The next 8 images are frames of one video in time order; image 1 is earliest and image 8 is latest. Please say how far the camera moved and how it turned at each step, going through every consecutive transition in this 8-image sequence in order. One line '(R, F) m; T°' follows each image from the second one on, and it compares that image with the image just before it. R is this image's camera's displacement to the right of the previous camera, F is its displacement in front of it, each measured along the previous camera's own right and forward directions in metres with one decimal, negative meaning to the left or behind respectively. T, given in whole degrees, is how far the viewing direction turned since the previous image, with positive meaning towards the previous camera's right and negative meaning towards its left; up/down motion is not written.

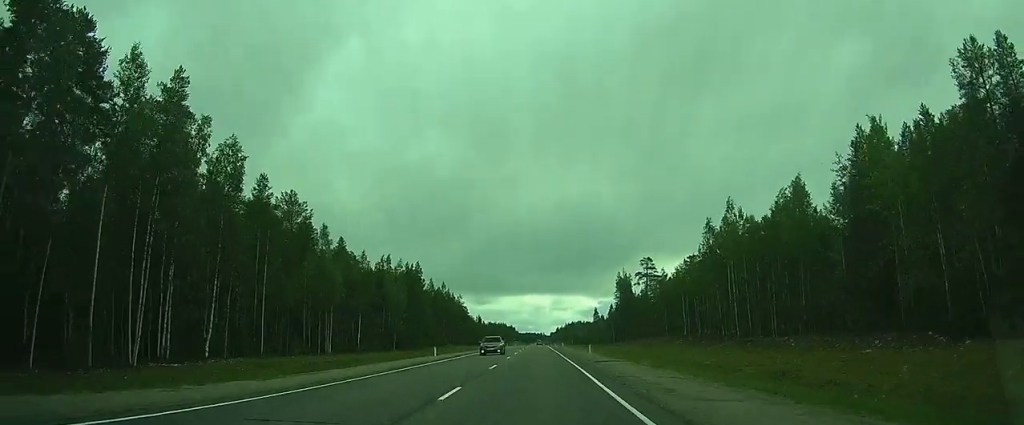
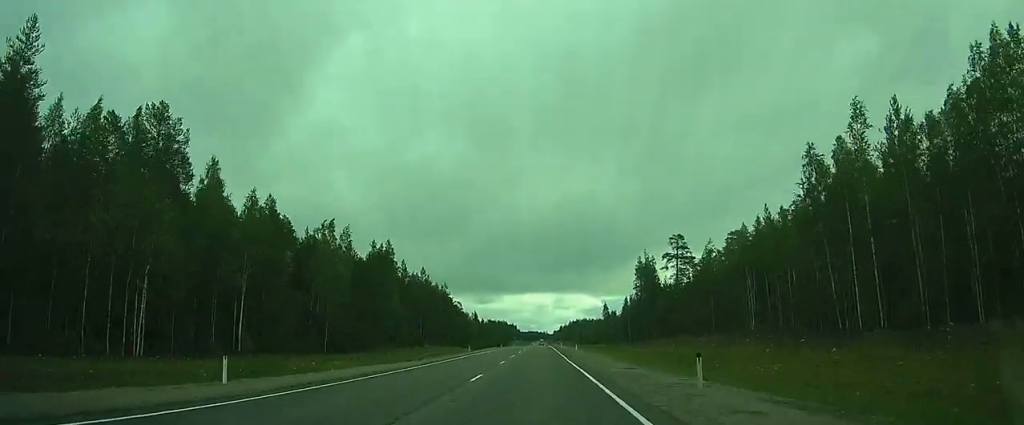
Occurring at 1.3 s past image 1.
(0.0, +29.6) m; 0°
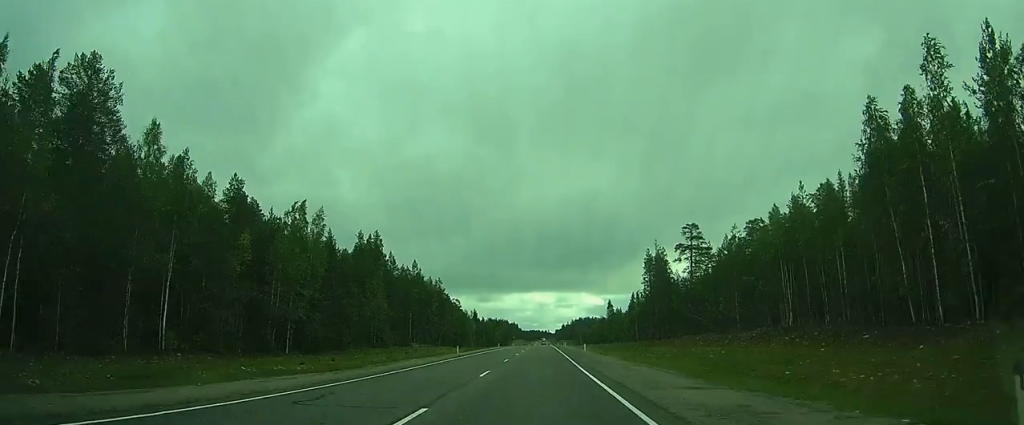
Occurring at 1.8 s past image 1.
(0.0, +9.7) m; 0°
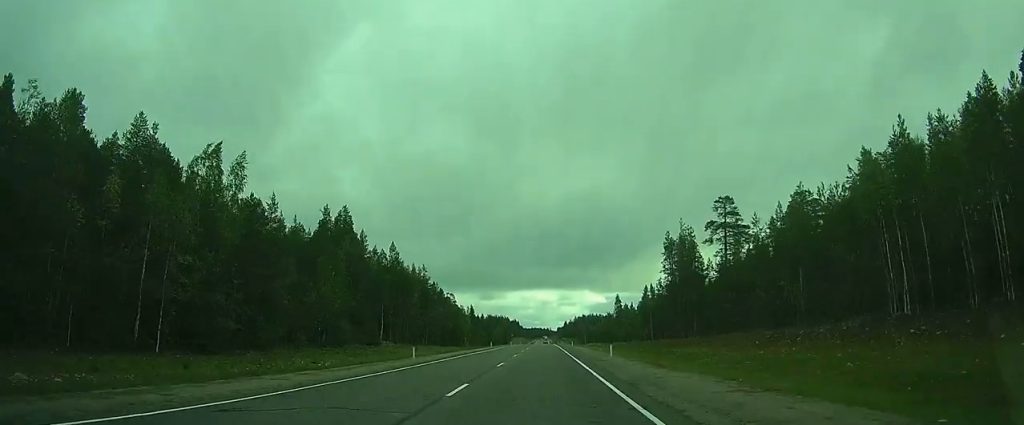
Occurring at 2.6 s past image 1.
(0.0, +18.6) m; 0°
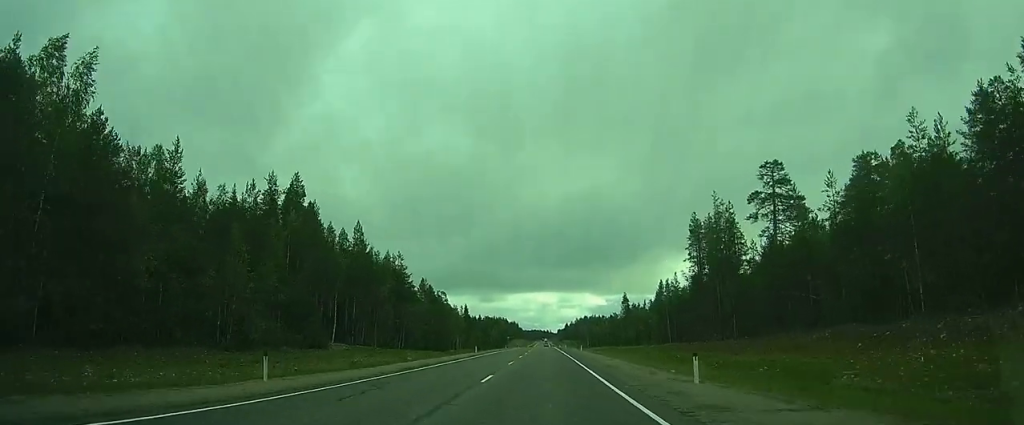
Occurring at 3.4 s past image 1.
(0.0, +18.6) m; 0°
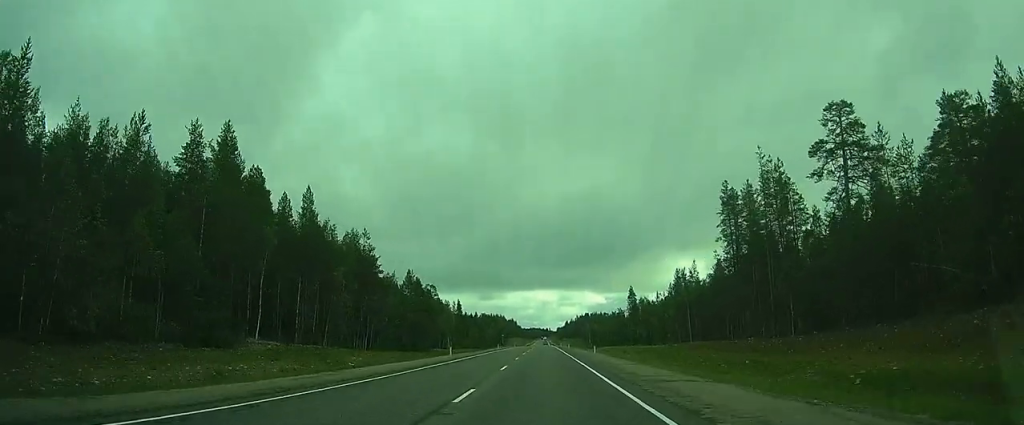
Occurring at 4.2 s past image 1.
(0.0, +17.2) m; 0°
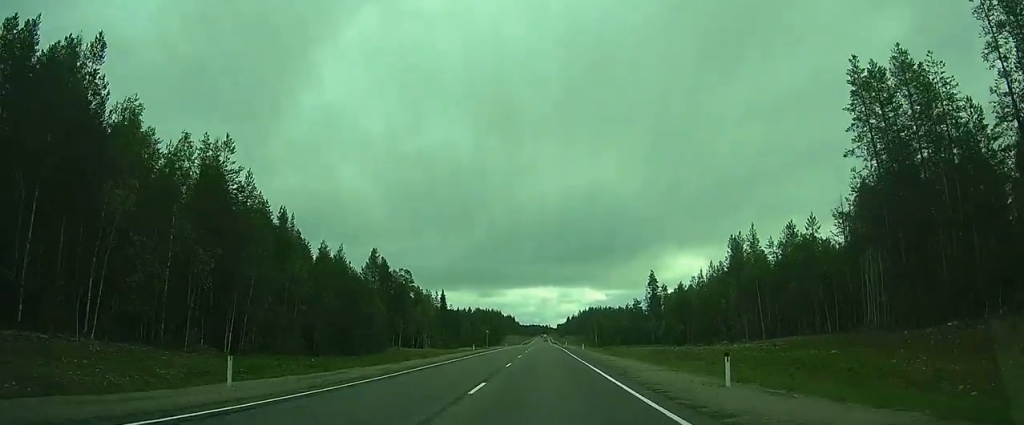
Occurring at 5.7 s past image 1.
(0.0, +33.3) m; 0°
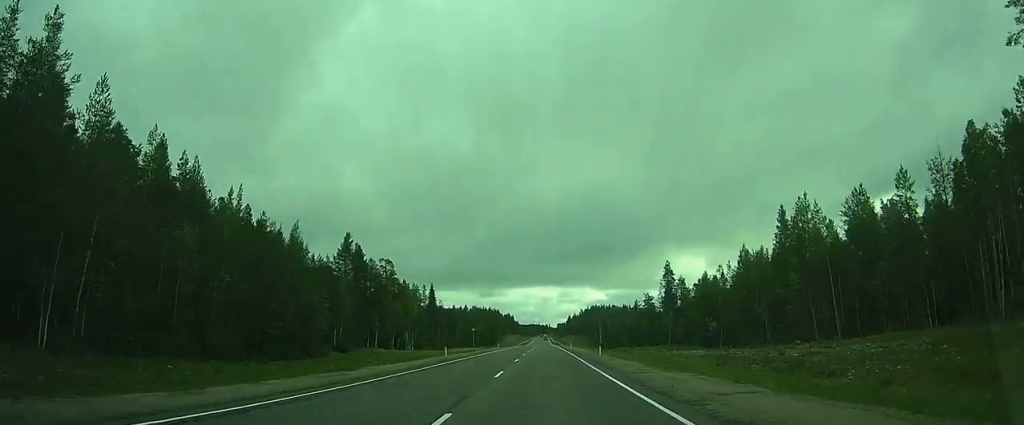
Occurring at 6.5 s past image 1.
(0.0, +17.4) m; 0°
